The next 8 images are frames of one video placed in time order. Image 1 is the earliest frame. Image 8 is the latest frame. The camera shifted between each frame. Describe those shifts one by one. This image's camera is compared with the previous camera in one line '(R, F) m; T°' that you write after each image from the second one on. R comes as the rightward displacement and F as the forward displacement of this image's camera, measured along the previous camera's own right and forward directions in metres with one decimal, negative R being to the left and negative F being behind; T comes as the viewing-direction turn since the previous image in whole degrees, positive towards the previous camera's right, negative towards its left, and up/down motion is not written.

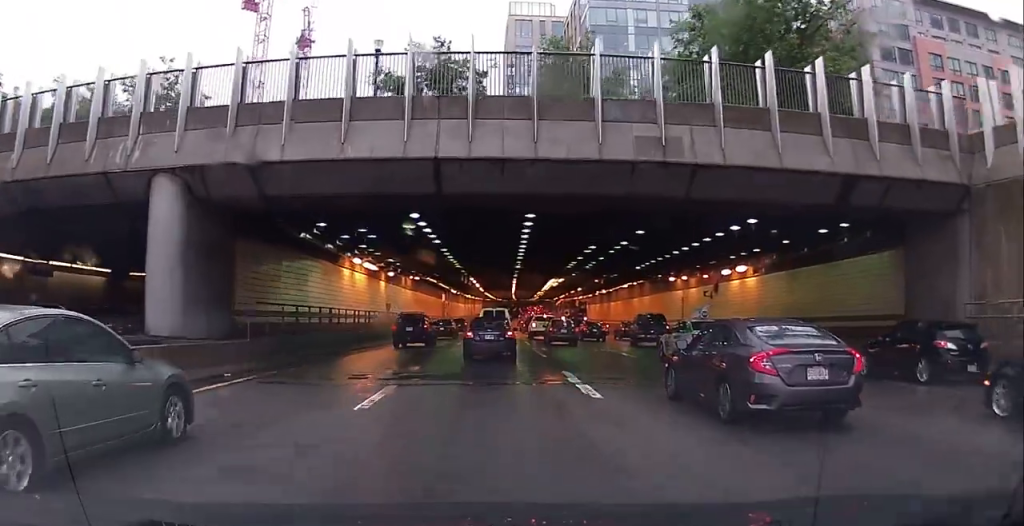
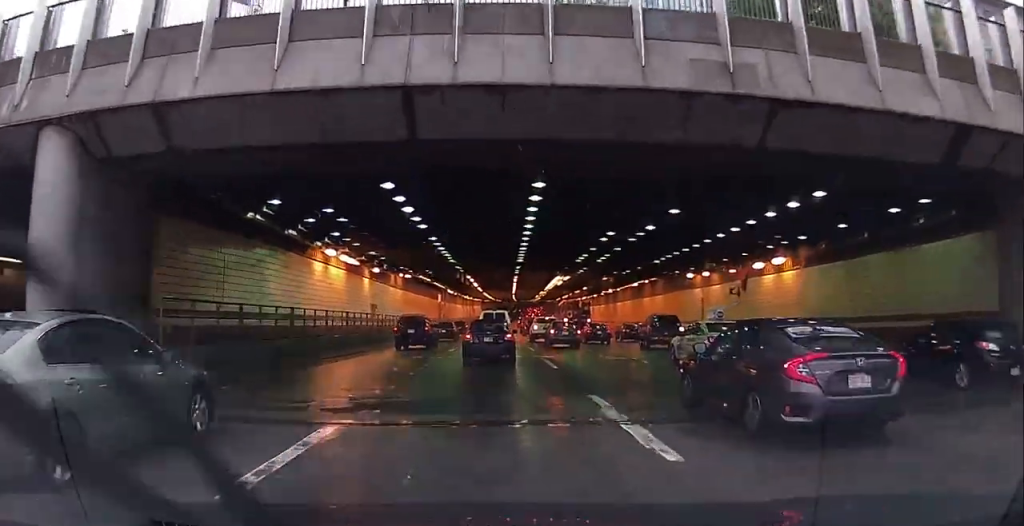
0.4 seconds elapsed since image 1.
(-0.3, +5.2) m; 0°
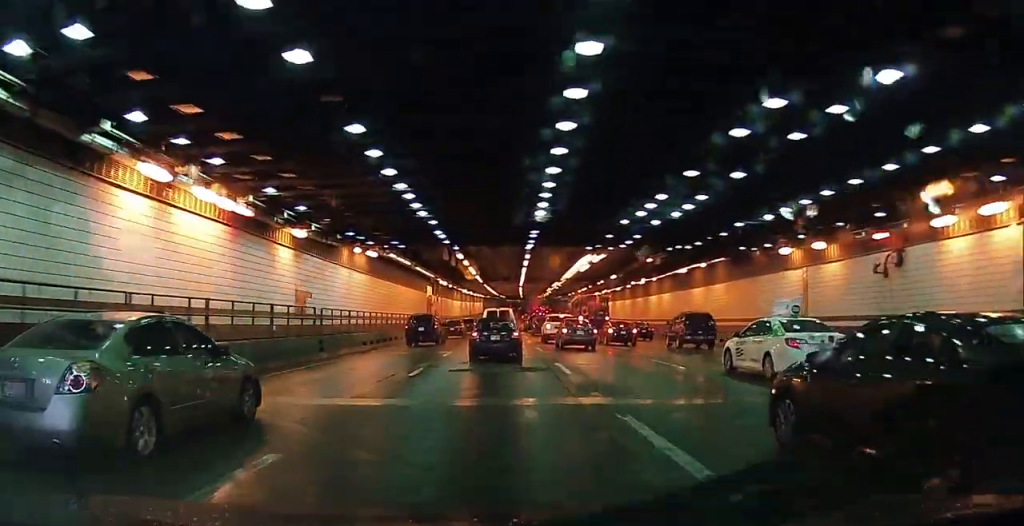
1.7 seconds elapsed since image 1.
(+0.3, +14.9) m; +1°
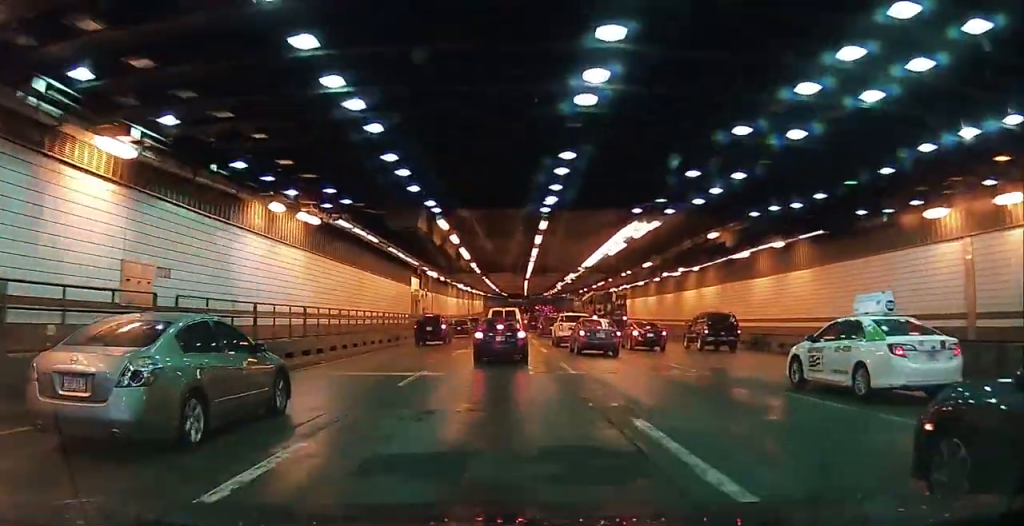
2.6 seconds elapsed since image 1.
(-0.1, +11.4) m; 0°
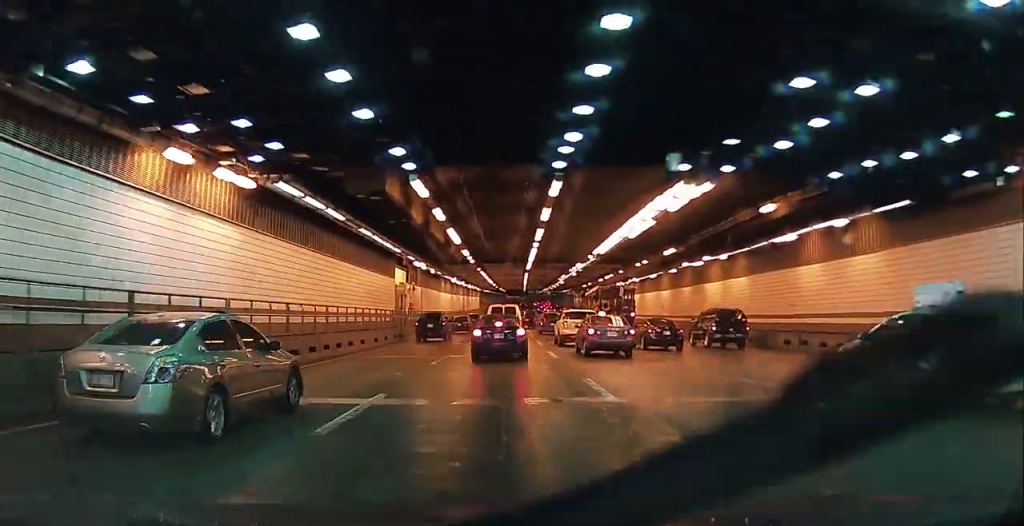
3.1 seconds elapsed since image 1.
(0.0, +6.1) m; 0°
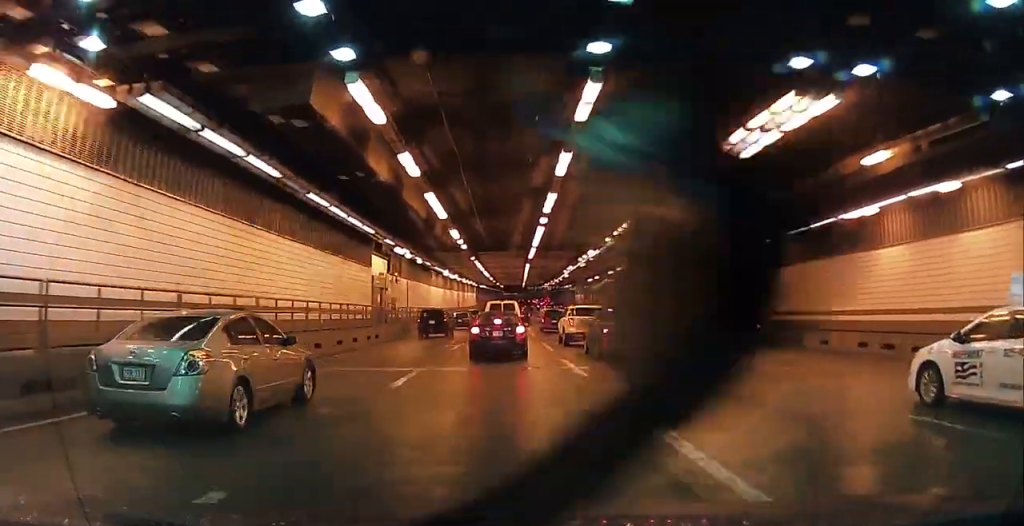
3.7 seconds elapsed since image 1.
(+0.1, +7.0) m; +1°
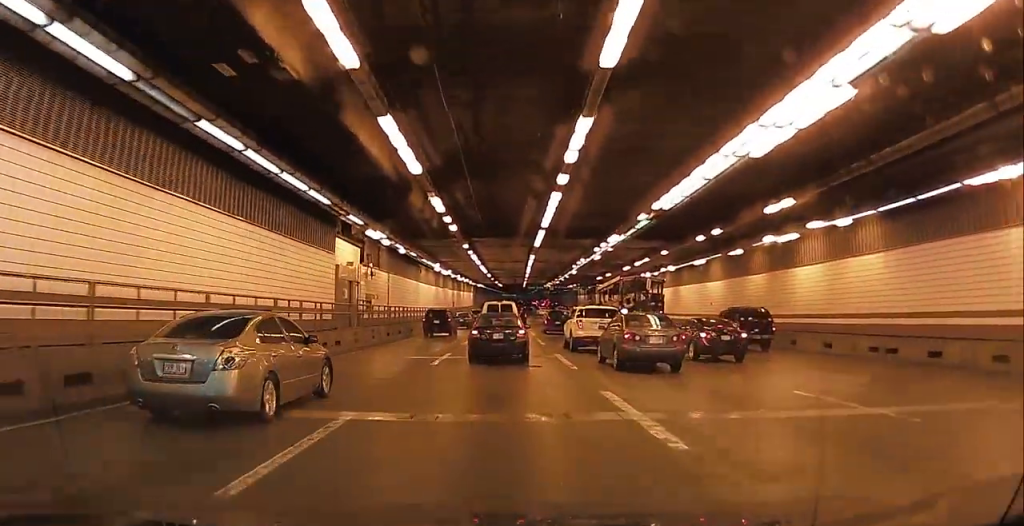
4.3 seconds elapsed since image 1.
(0.0, +7.9) m; 0°
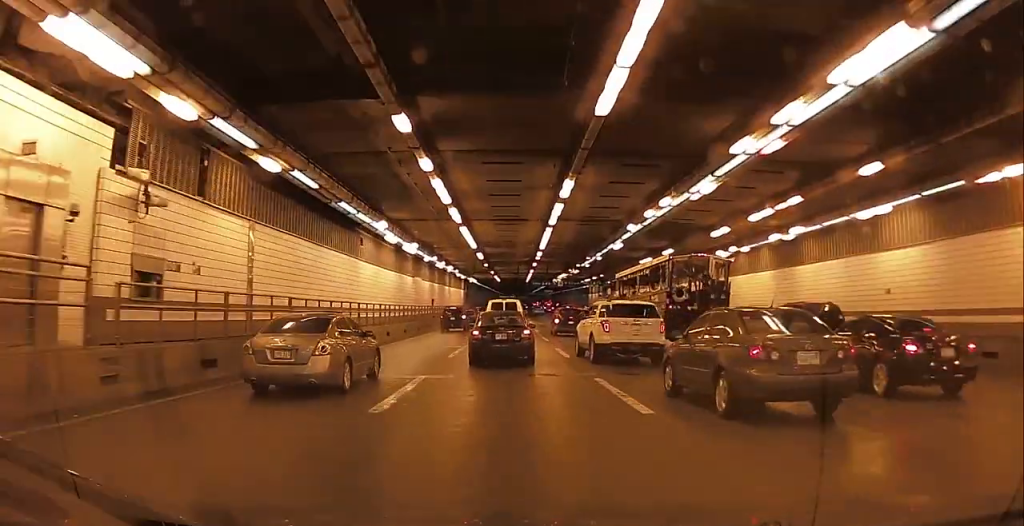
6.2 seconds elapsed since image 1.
(-0.2, +23.0) m; -2°
